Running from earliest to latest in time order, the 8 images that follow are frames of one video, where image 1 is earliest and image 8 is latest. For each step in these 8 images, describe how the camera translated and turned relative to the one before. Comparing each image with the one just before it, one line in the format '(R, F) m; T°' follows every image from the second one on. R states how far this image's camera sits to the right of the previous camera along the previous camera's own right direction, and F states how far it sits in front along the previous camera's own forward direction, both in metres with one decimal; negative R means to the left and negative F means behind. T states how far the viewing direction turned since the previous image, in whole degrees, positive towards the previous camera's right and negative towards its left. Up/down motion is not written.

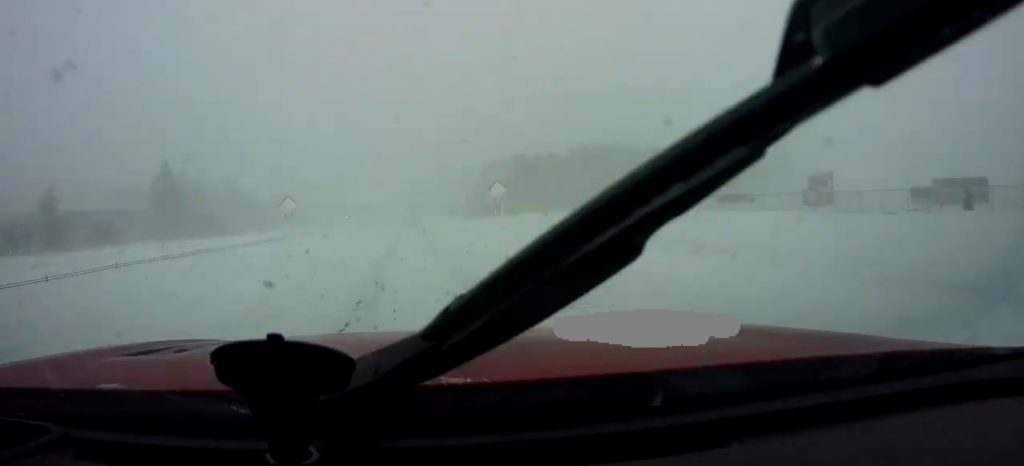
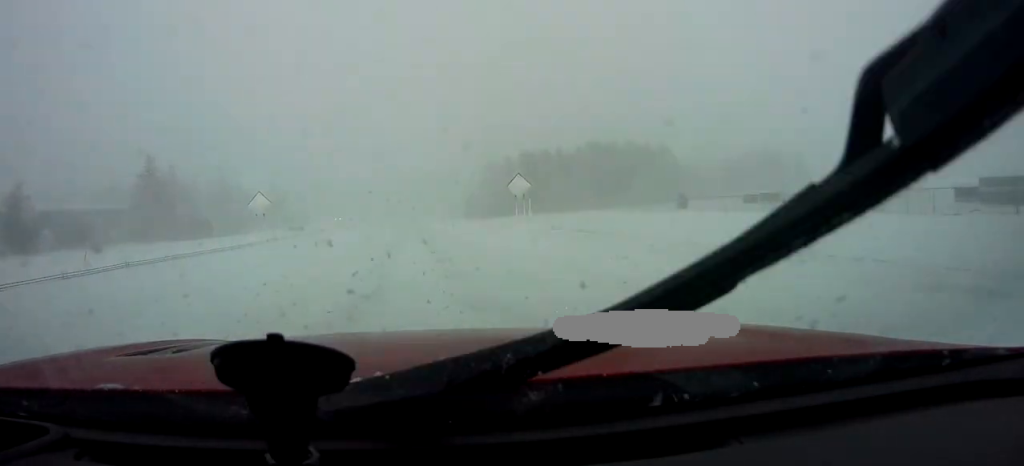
(0.0, +9.0) m; 0°
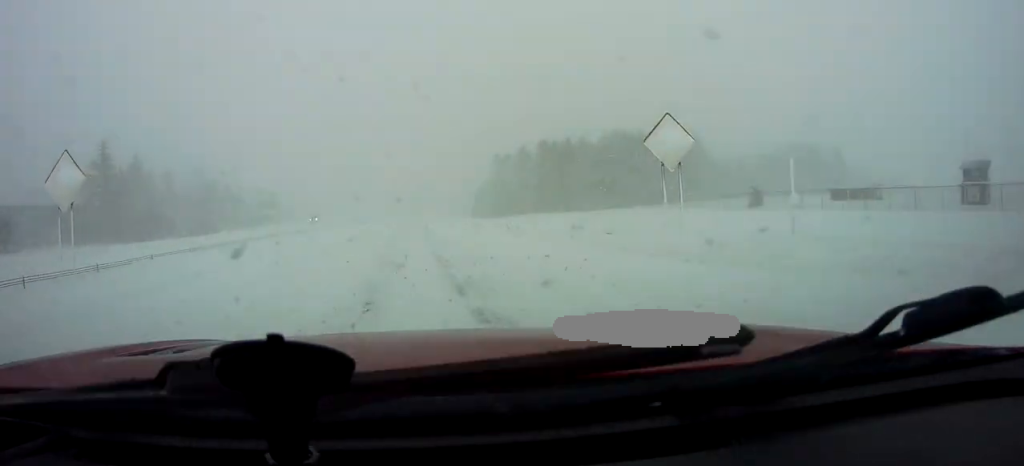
(0.0, +22.2) m; 0°
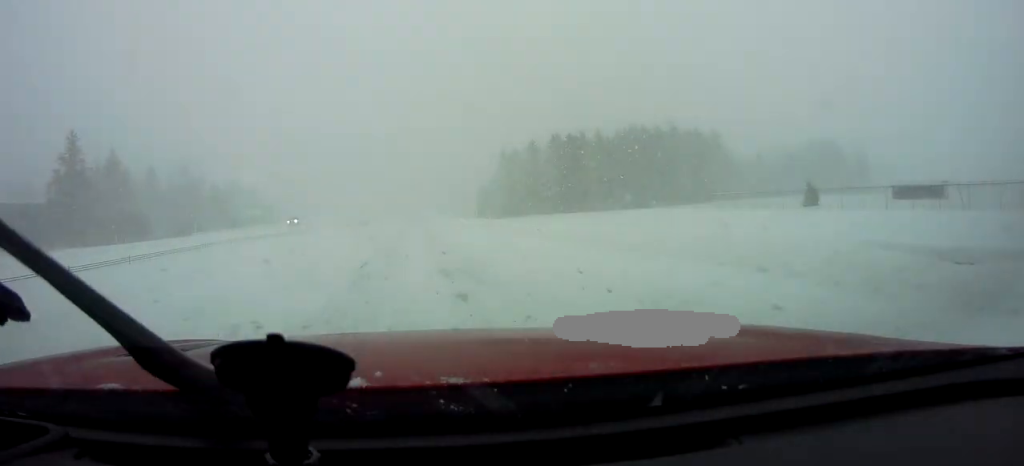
(0.0, +11.9) m; 0°
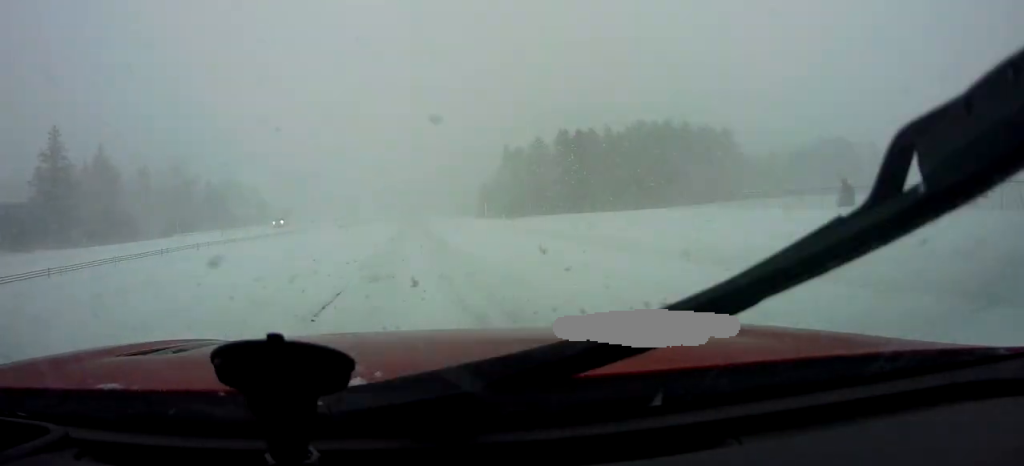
(0.0, +6.3) m; +1°
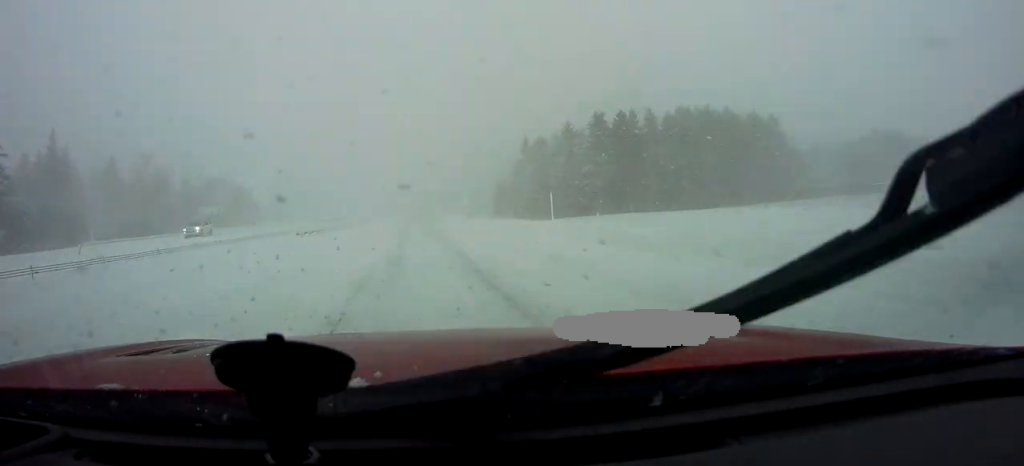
(+0.4, +20.9) m; 0°
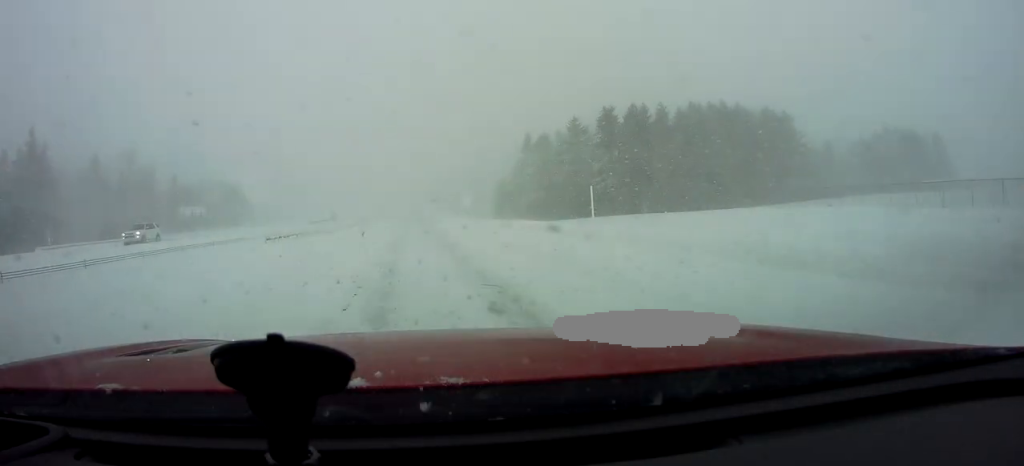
(-0.1, +6.4) m; -1°
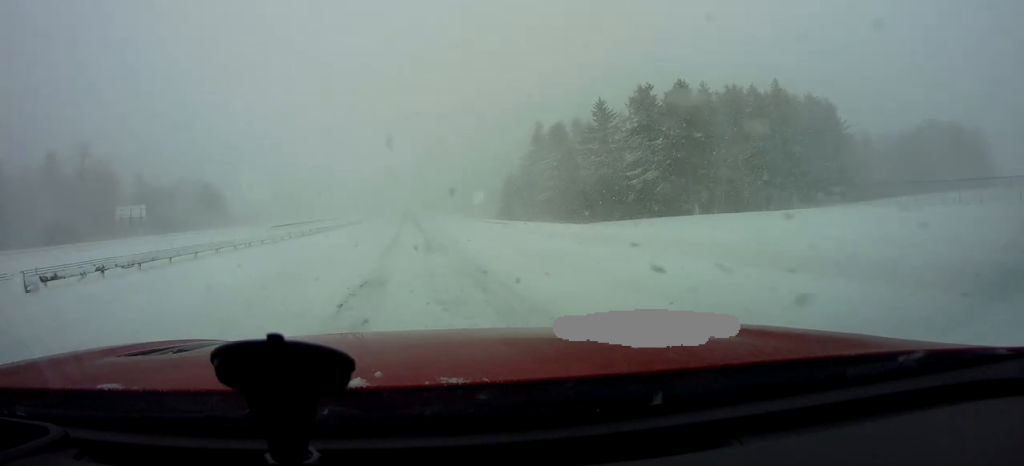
(-0.5, +17.6) m; -1°
